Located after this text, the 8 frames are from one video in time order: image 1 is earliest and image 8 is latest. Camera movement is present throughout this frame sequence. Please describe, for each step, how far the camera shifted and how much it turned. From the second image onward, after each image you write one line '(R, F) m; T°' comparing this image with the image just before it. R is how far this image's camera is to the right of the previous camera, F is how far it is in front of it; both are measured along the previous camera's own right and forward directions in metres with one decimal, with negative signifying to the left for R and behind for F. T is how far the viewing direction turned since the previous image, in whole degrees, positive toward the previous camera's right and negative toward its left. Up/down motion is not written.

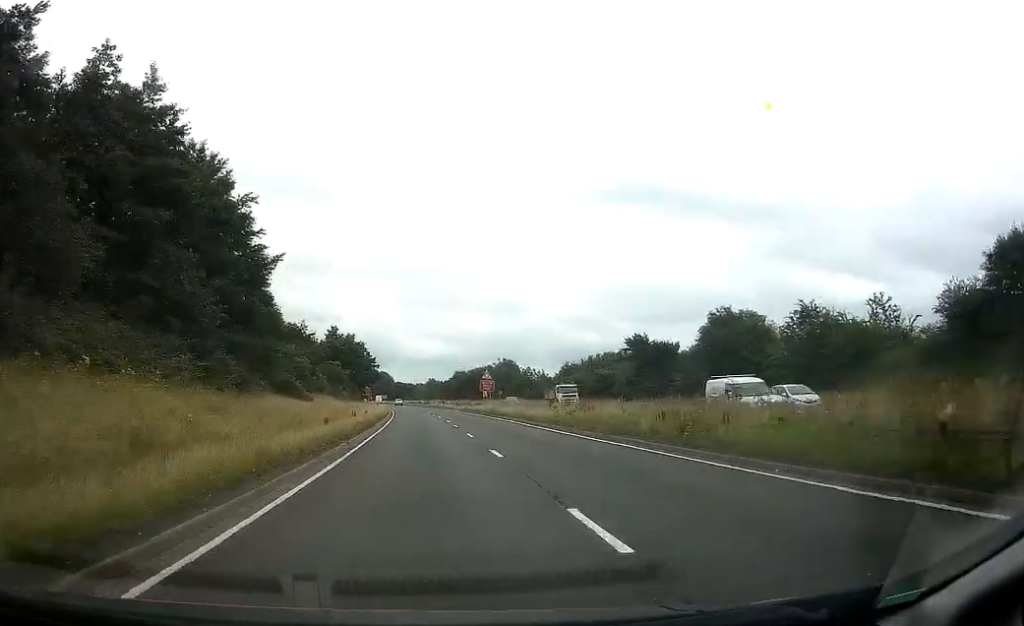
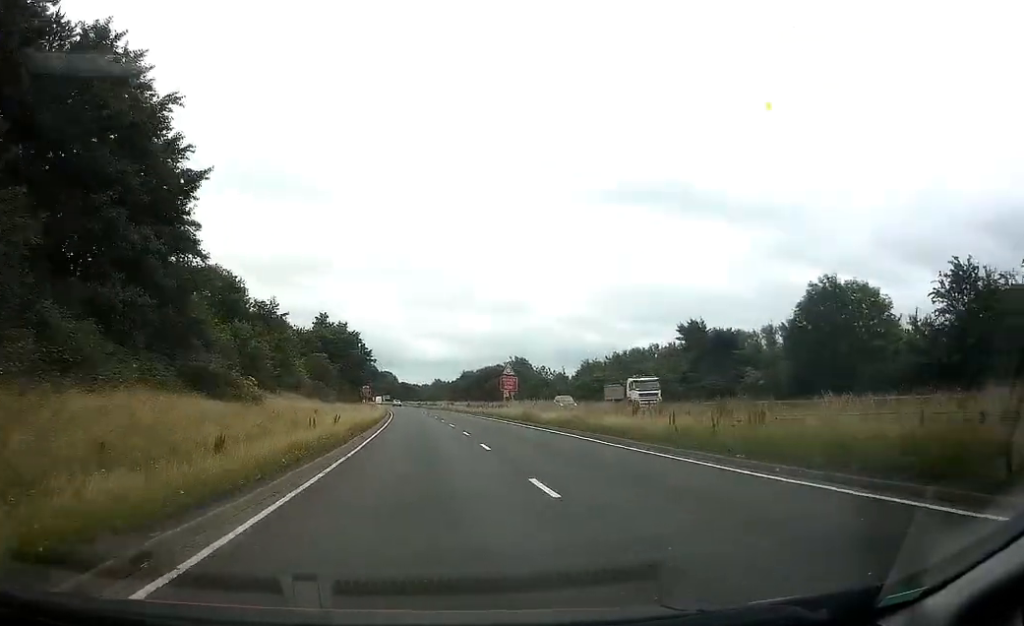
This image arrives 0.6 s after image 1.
(-0.2, +15.0) m; -1°
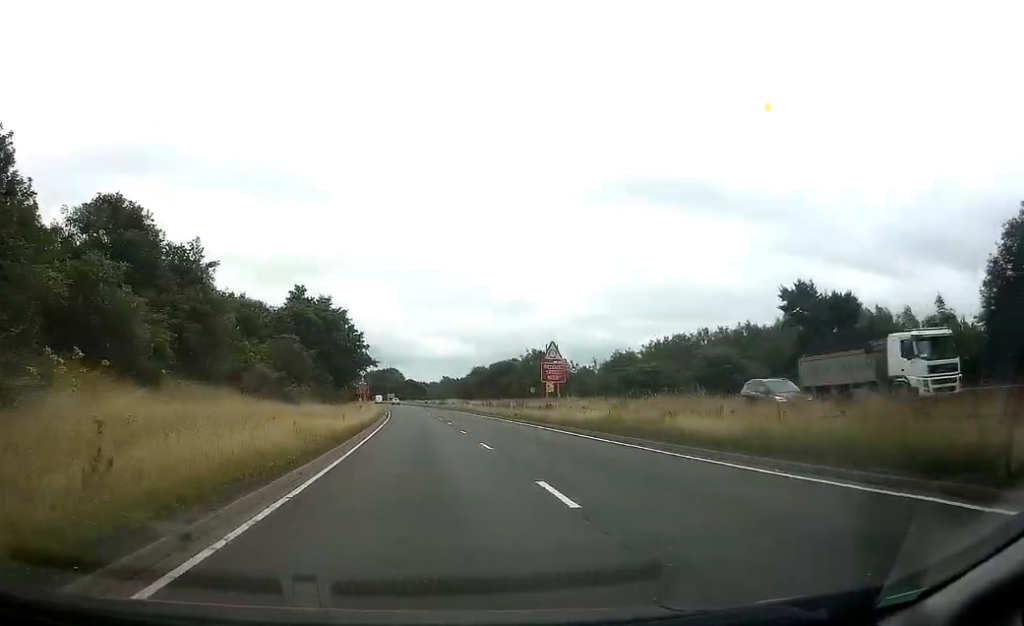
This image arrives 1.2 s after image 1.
(-0.1, +17.5) m; -1°
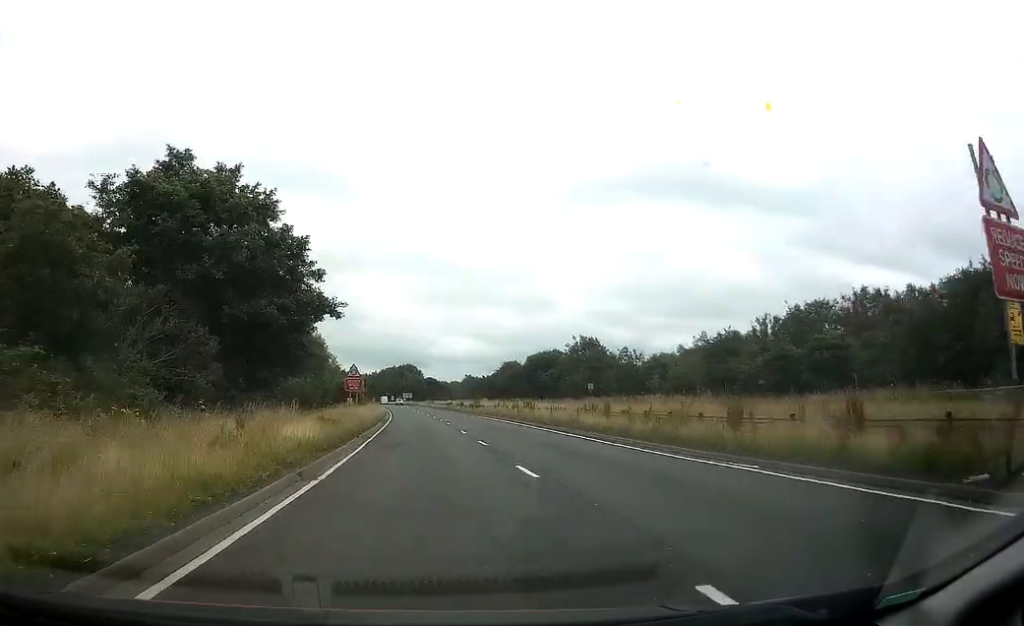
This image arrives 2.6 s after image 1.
(-0.5, +34.5) m; -2°
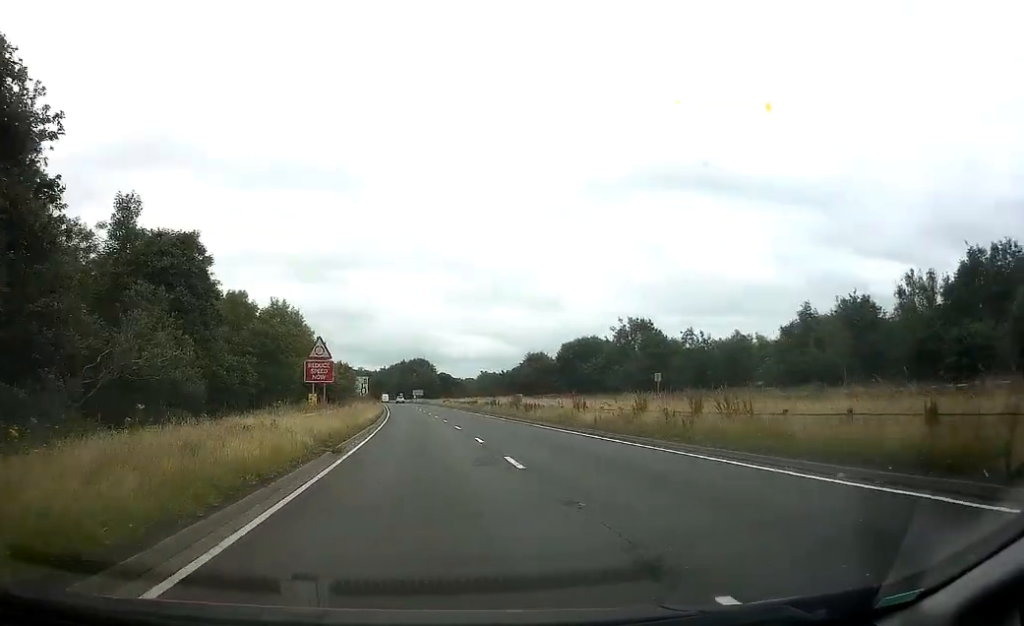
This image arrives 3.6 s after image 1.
(-0.2, +26.3) m; -1°
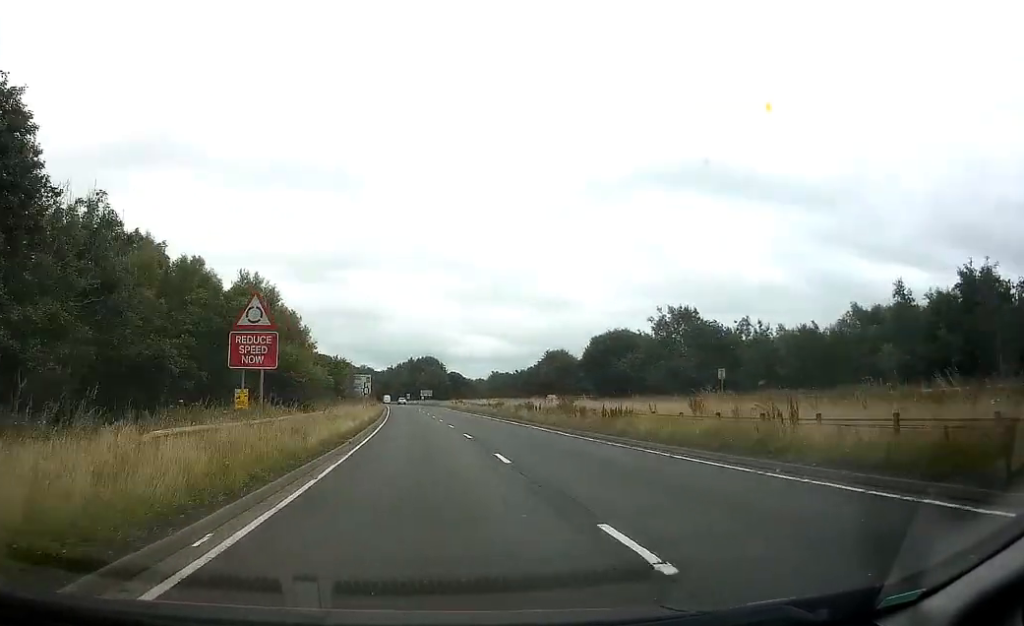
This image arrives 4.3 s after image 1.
(0.0, +15.0) m; -1°
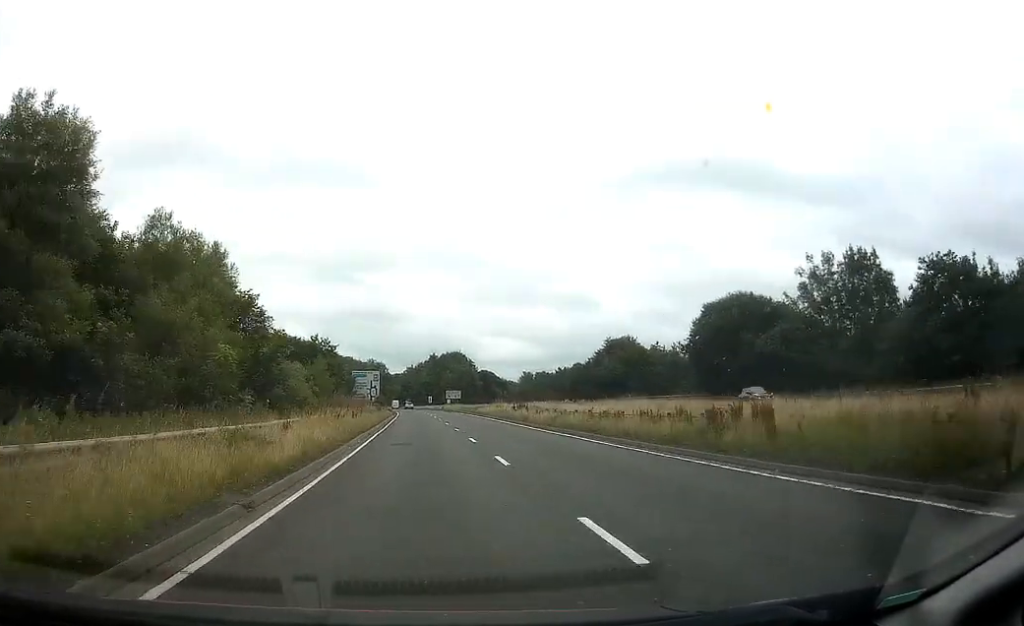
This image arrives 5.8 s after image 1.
(-0.9, +37.5) m; -2°
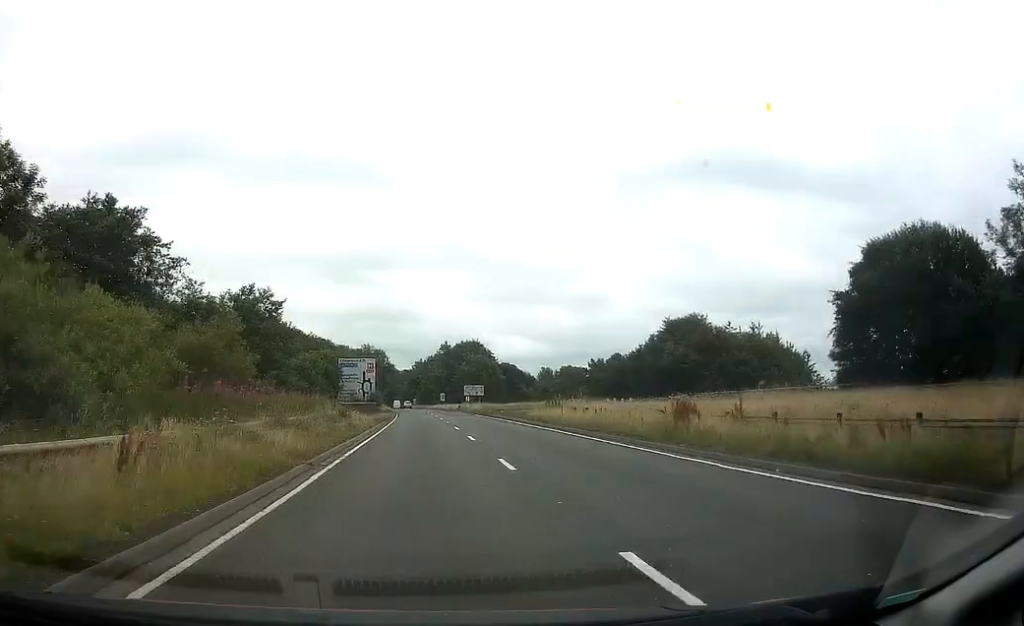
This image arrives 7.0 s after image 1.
(+0.2, +27.3) m; -1°
